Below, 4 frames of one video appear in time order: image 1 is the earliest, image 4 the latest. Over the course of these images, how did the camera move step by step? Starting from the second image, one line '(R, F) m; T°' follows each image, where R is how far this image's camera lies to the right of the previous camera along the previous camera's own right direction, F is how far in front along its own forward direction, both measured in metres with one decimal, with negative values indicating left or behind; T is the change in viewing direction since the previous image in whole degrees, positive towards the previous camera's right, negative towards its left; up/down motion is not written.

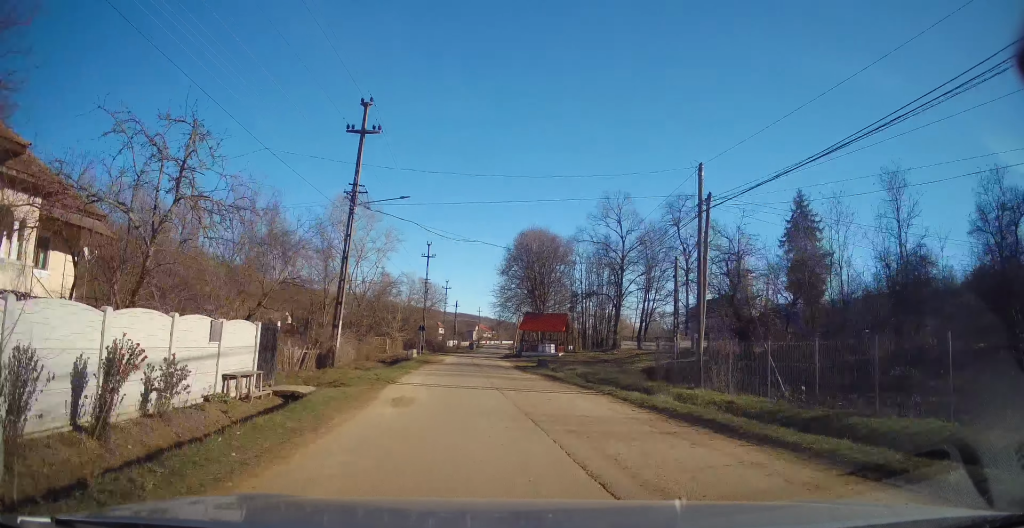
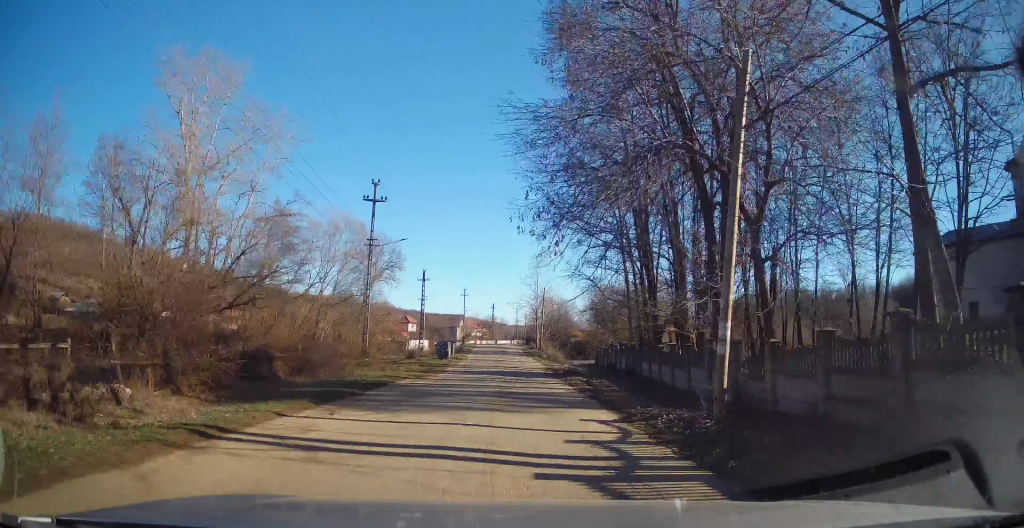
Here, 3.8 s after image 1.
(-1.5, +59.6) m; +1°
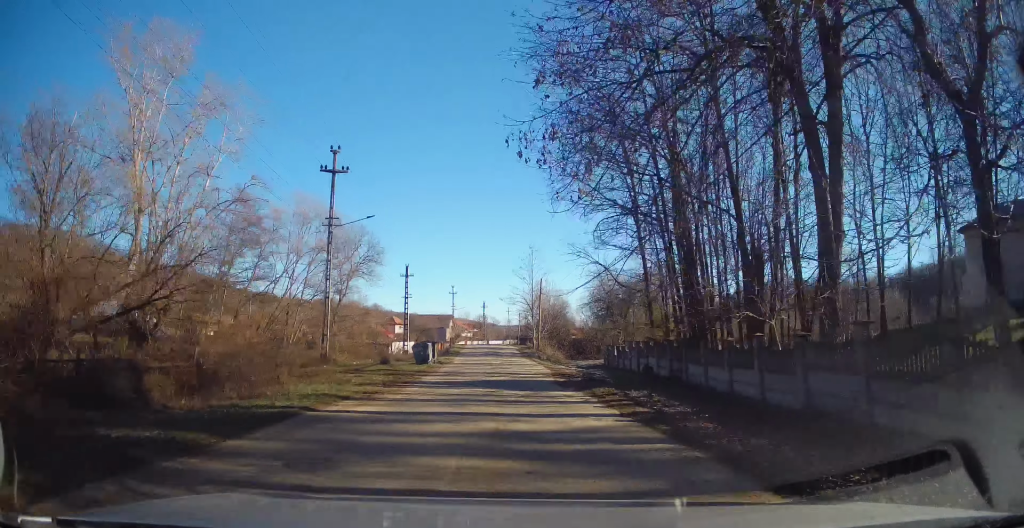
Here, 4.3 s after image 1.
(0.0, +7.1) m; +1°
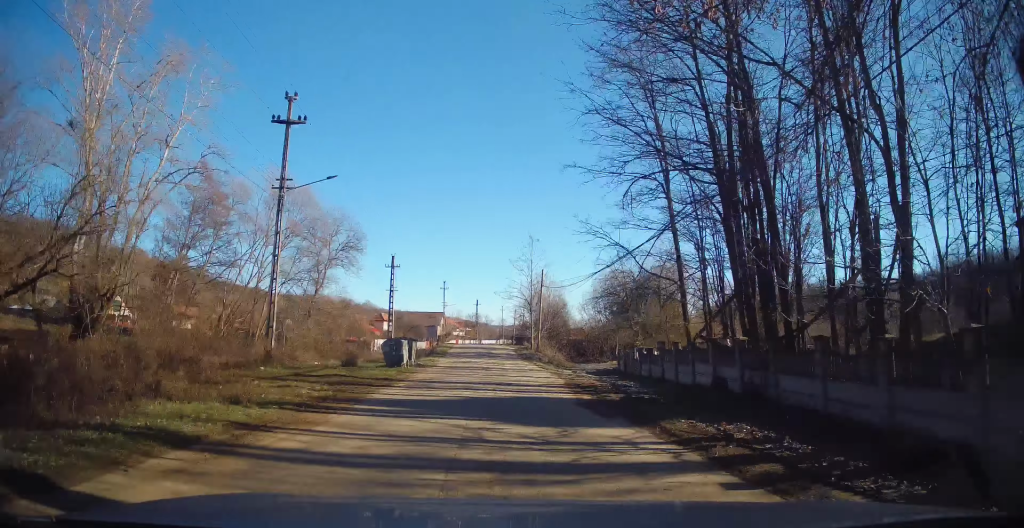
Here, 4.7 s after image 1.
(-0.1, +6.6) m; +1°
